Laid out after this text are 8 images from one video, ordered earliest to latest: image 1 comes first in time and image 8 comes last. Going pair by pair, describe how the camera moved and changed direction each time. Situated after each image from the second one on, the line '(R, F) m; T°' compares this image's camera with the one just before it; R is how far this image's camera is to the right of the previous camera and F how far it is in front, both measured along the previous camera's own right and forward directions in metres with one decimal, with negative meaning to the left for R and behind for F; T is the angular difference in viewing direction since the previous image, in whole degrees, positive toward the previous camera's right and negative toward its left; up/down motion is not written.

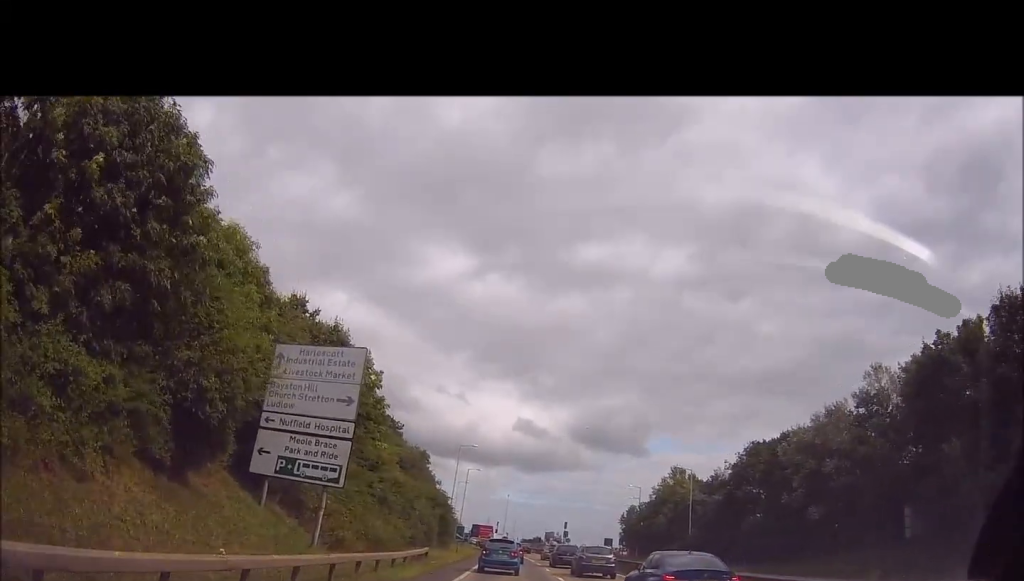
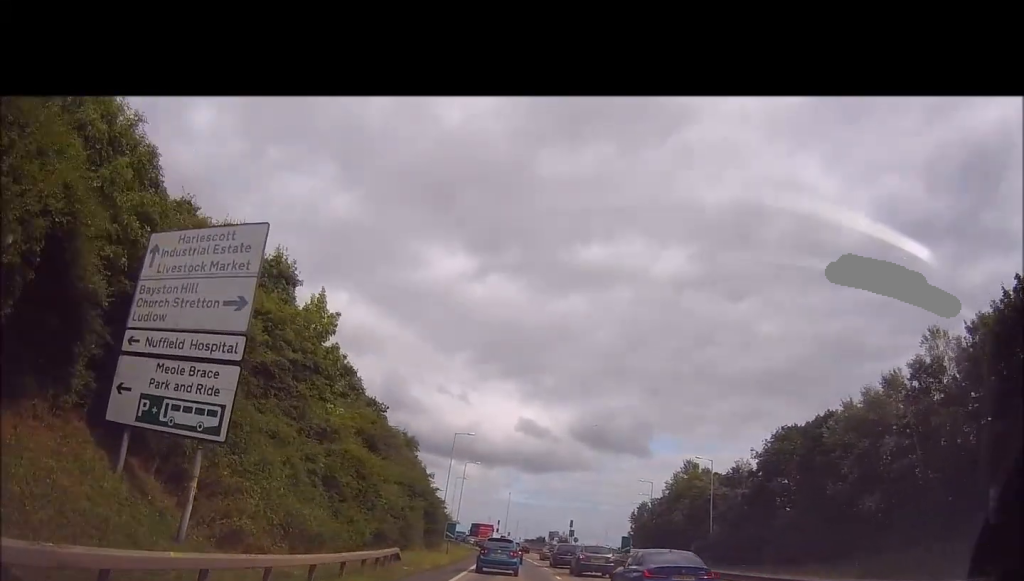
(-0.1, +8.4) m; 0°
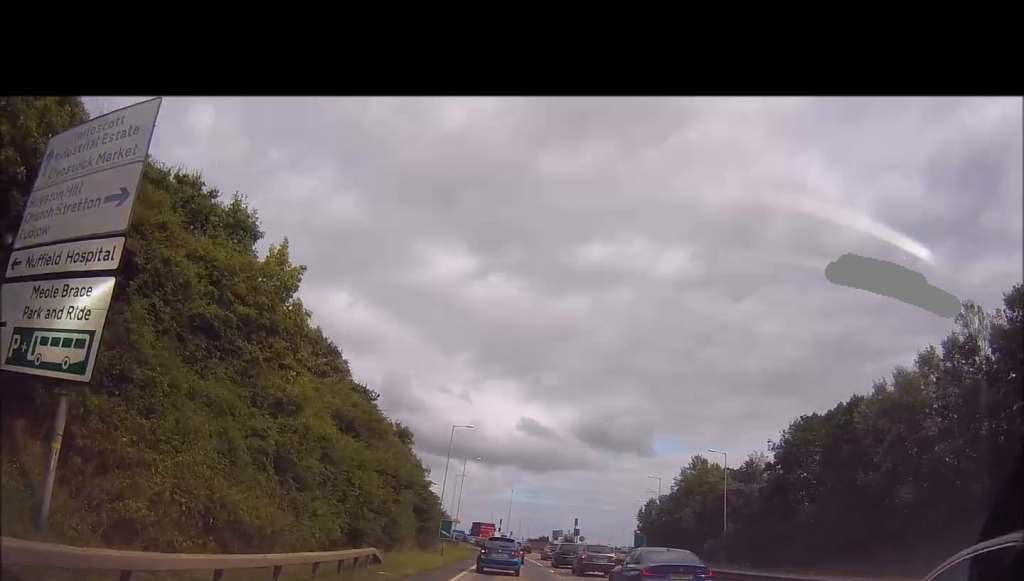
(+0.3, +4.3) m; 0°
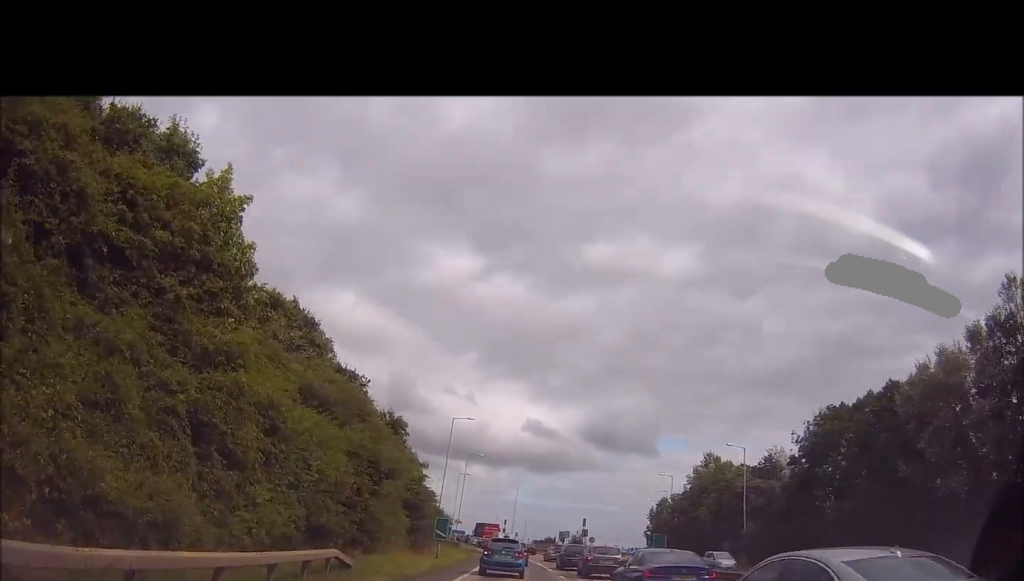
(-0.3, +4.7) m; 0°
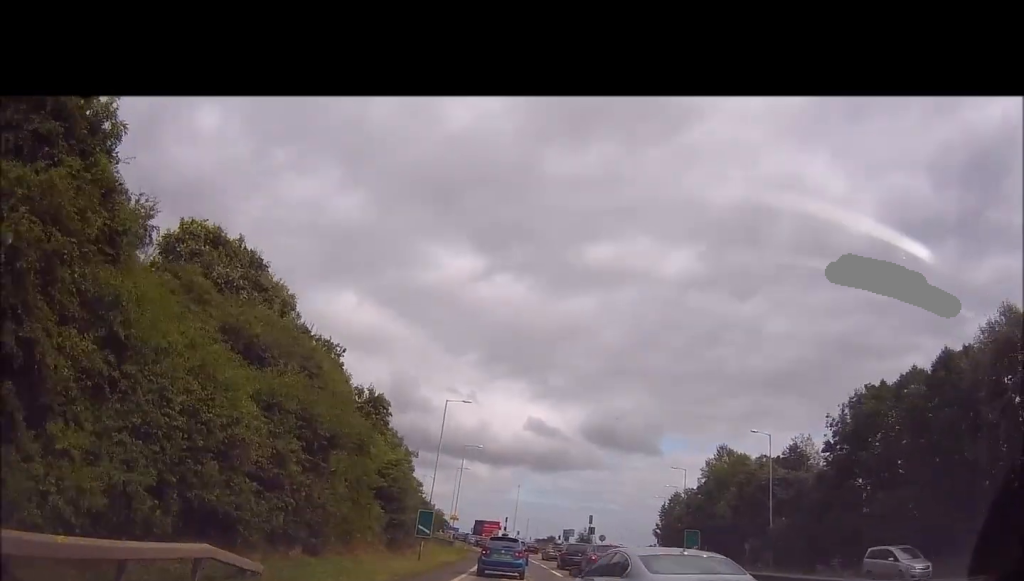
(0.0, +6.8) m; +2°
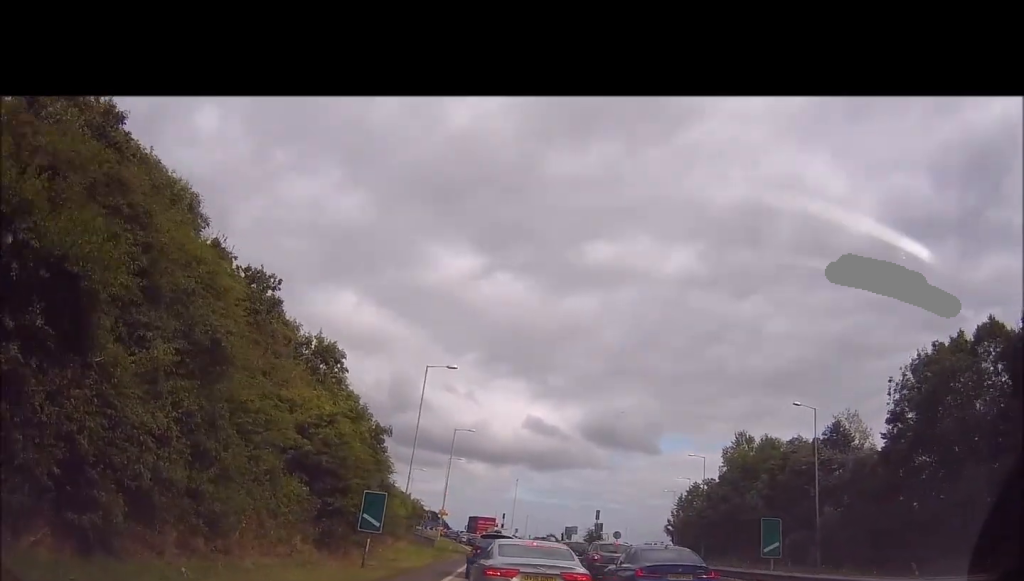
(+0.4, +10.4) m; -2°
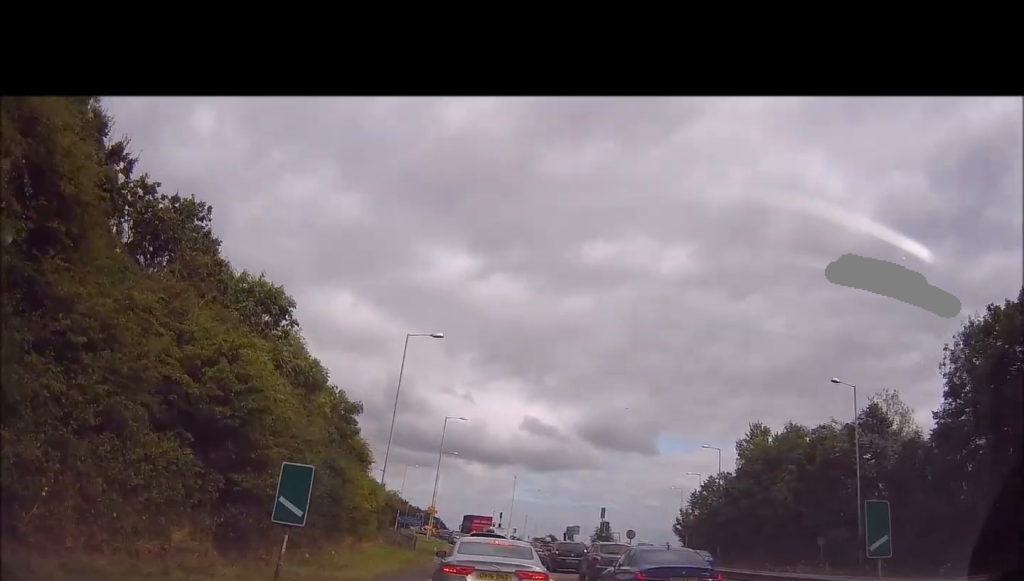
(-0.5, +7.0) m; 0°
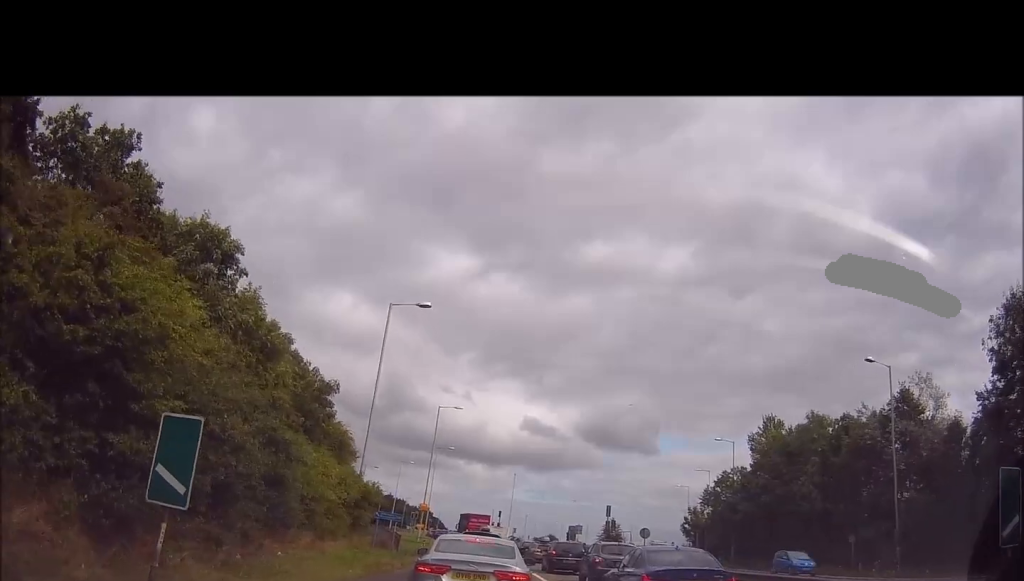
(+0.4, +4.9) m; +5°
